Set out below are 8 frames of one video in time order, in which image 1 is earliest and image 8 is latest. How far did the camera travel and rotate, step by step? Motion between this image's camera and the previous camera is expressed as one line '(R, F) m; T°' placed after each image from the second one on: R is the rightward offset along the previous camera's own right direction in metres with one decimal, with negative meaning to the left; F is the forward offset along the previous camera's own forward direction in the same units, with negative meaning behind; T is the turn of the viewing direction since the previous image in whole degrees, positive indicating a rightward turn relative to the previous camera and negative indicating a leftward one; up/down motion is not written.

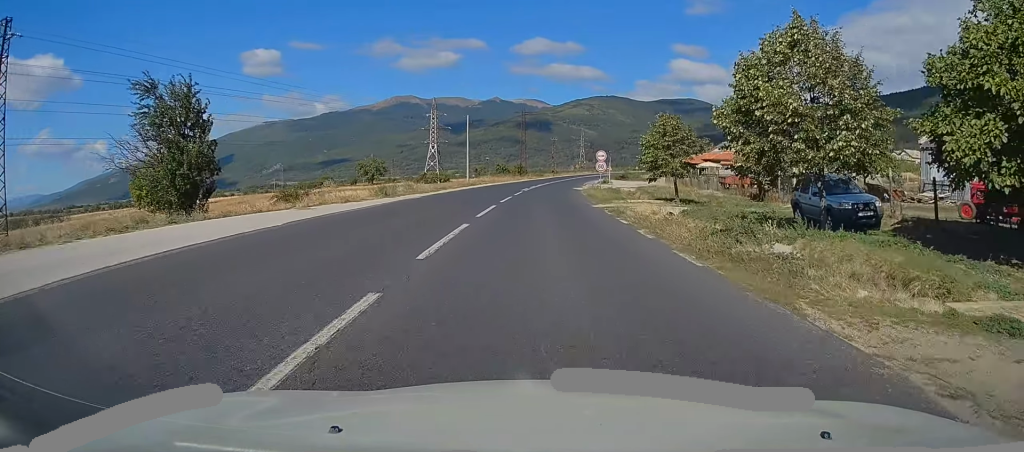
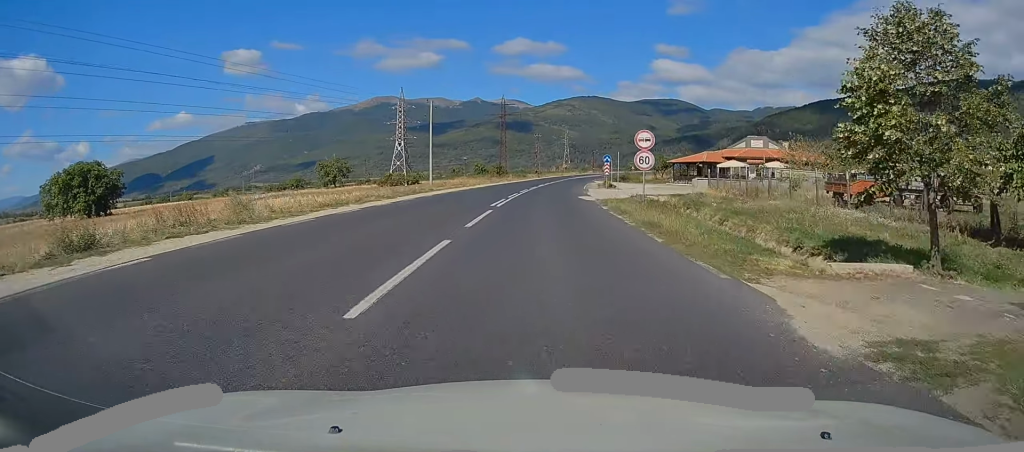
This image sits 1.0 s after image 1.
(+0.6, +21.1) m; +2°
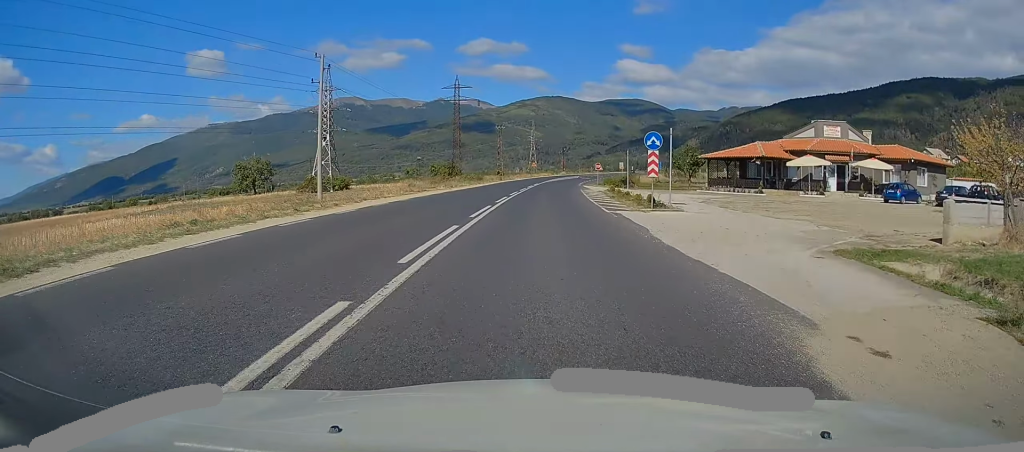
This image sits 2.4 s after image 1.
(+0.5, +31.6) m; +2°
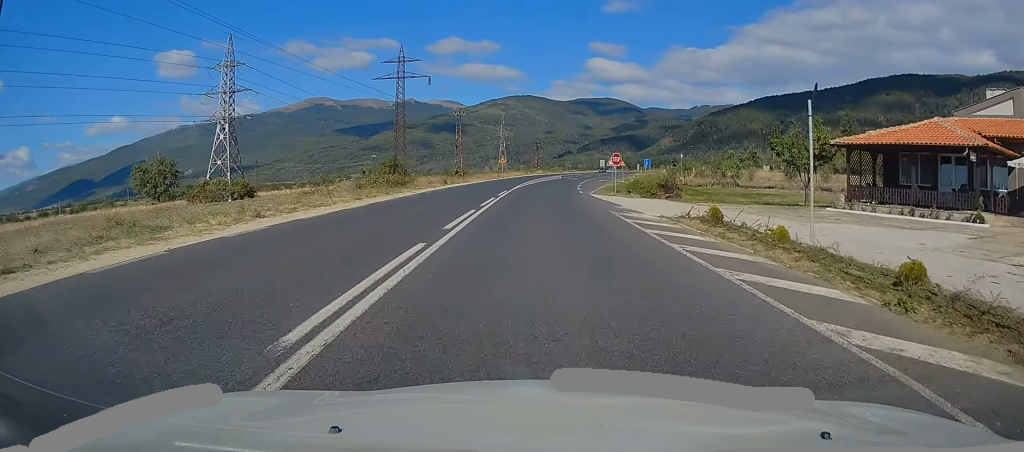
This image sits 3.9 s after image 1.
(+0.3, +30.4) m; +3°
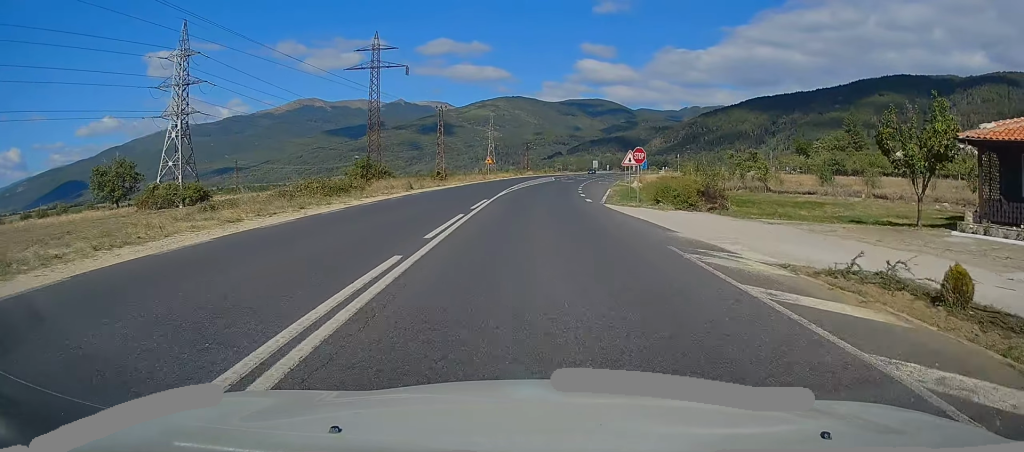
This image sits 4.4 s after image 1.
(+0.3, +10.4) m; +1°
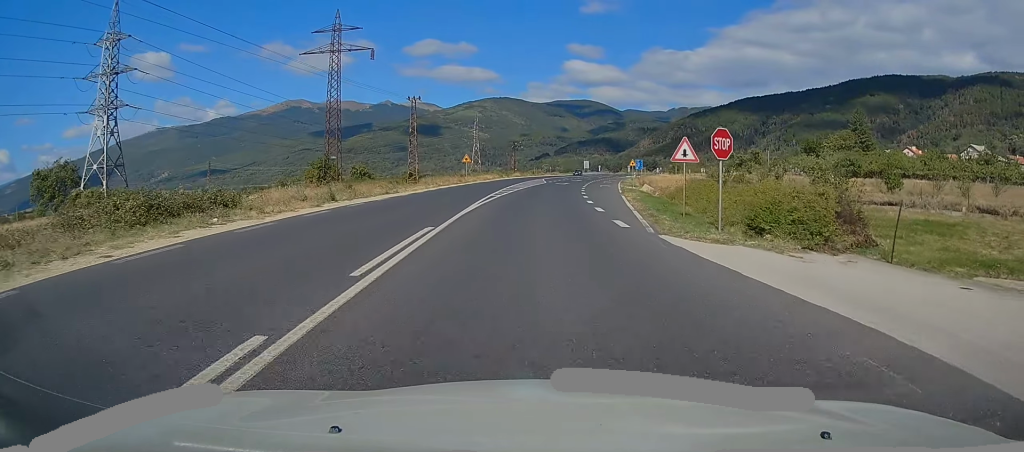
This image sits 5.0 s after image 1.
(+0.4, +13.0) m; +2°
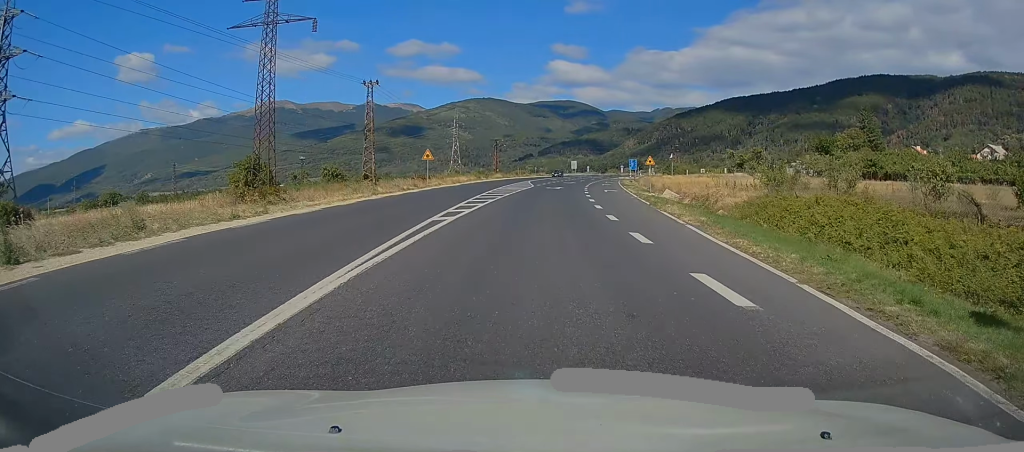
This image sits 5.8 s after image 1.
(-0.1, +15.0) m; +1°
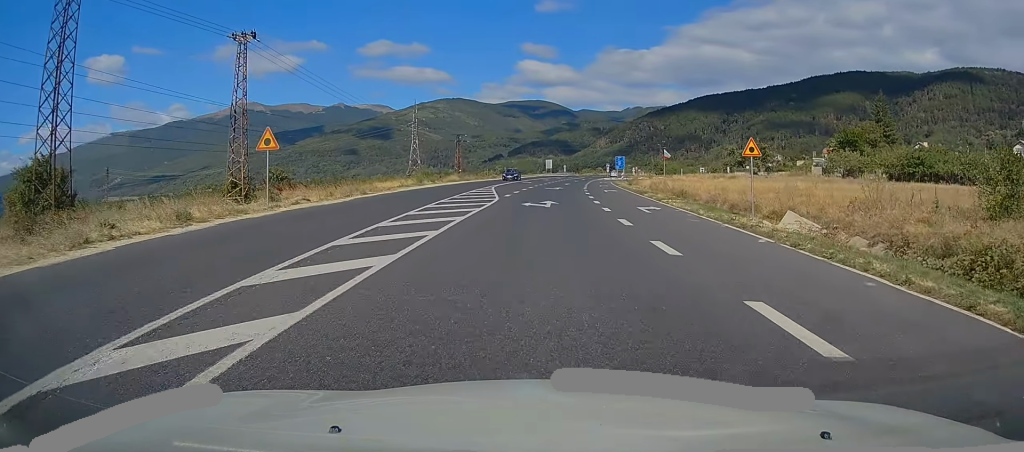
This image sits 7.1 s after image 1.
(+0.5, +24.6) m; +3°
